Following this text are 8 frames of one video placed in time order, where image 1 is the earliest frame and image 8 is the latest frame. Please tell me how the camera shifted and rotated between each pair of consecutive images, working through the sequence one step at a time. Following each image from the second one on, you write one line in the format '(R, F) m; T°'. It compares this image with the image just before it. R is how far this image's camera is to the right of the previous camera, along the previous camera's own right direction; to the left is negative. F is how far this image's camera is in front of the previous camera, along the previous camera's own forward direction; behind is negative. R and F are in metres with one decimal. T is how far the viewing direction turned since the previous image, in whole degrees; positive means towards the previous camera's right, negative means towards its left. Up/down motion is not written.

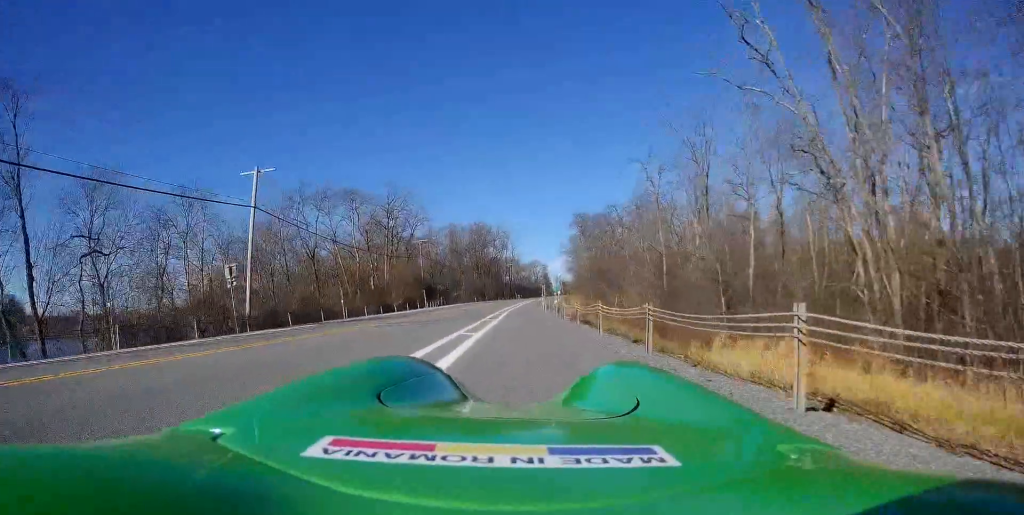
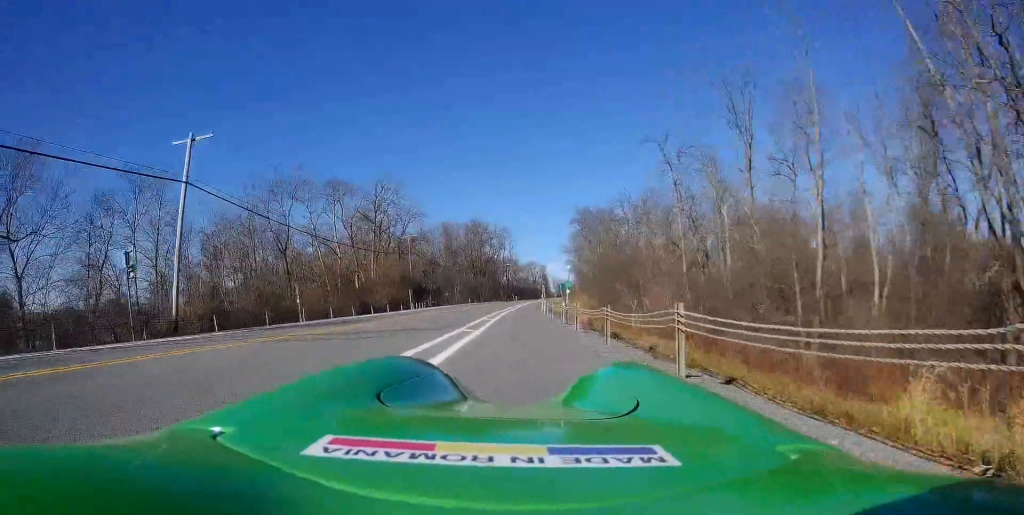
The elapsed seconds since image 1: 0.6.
(-0.1, +7.0) m; 0°
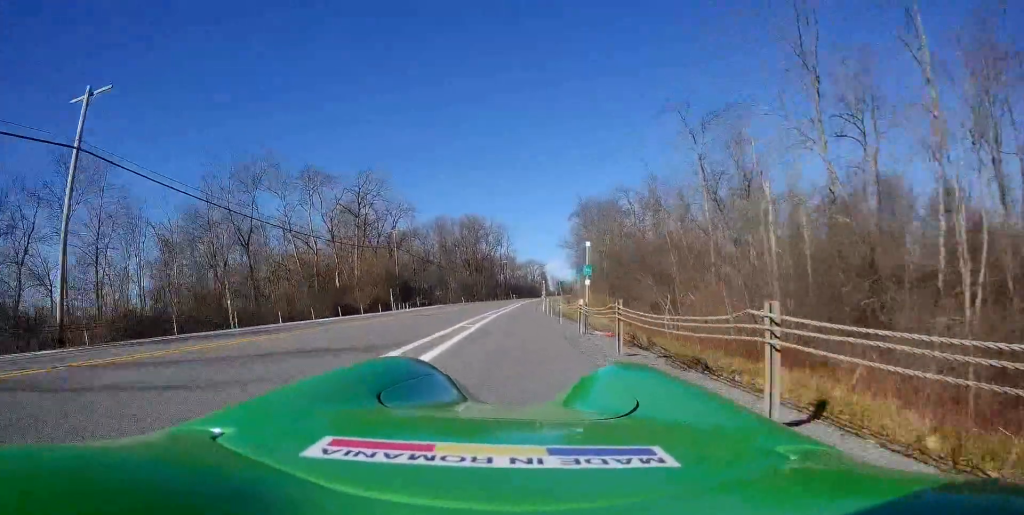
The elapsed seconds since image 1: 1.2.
(-0.3, +7.4) m; +1°
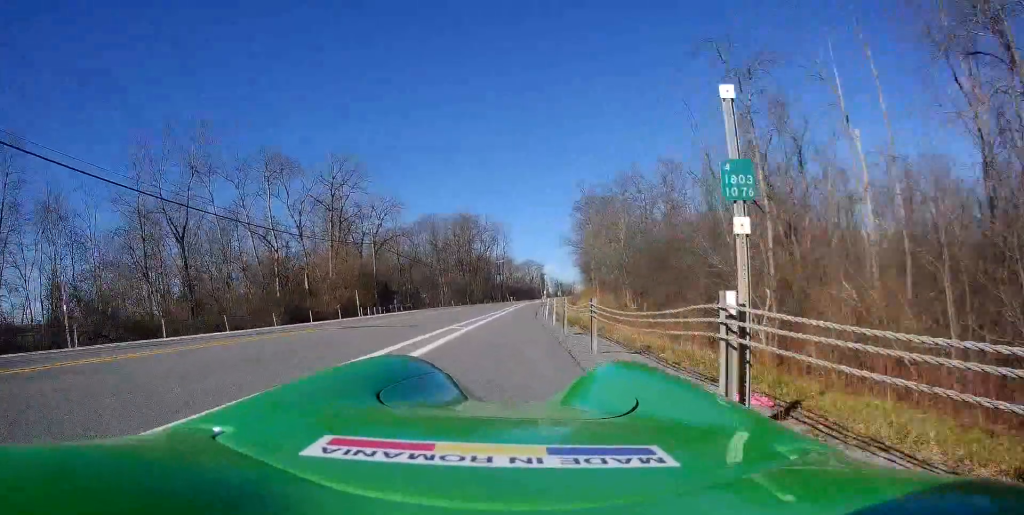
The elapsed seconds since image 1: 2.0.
(+0.5, +9.8) m; 0°
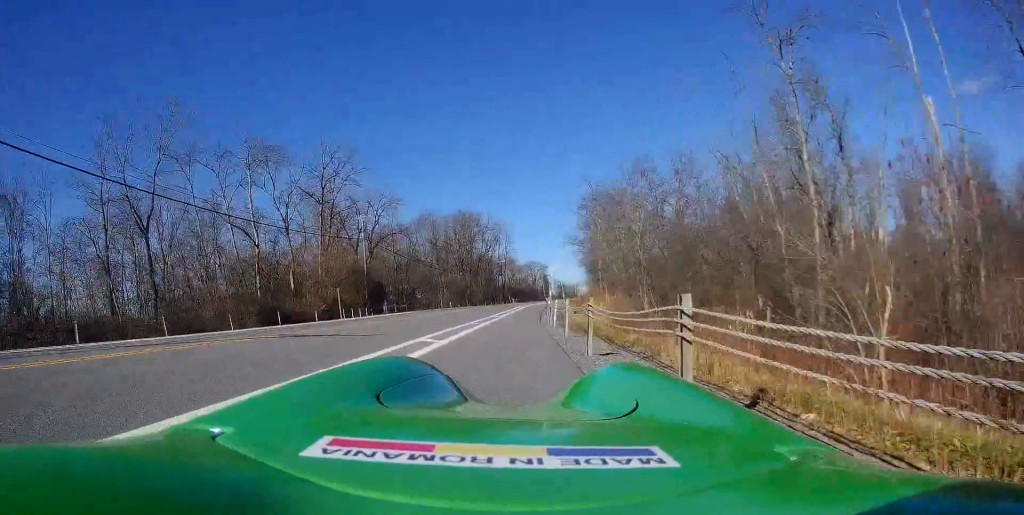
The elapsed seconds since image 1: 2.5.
(-0.1, +4.9) m; 0°
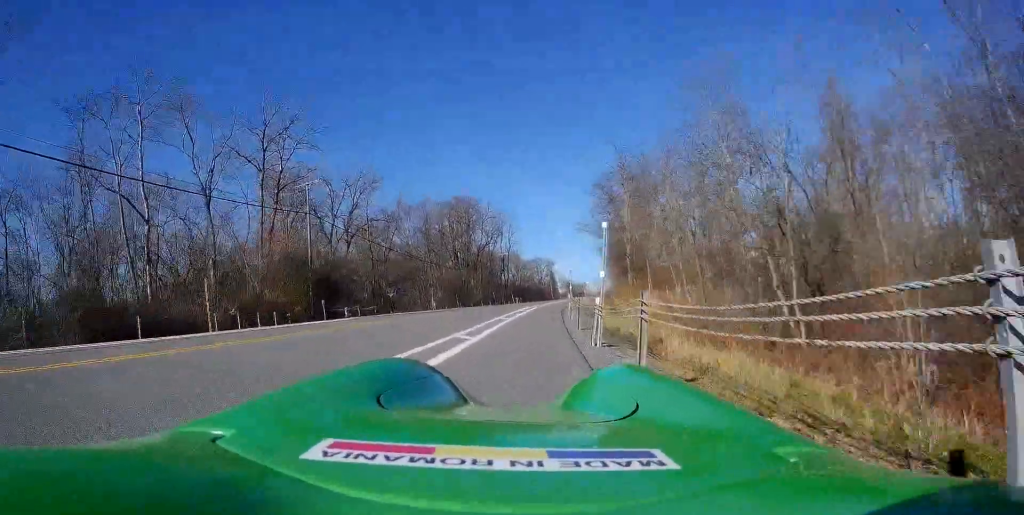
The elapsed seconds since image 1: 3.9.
(-0.3, +16.8) m; +2°
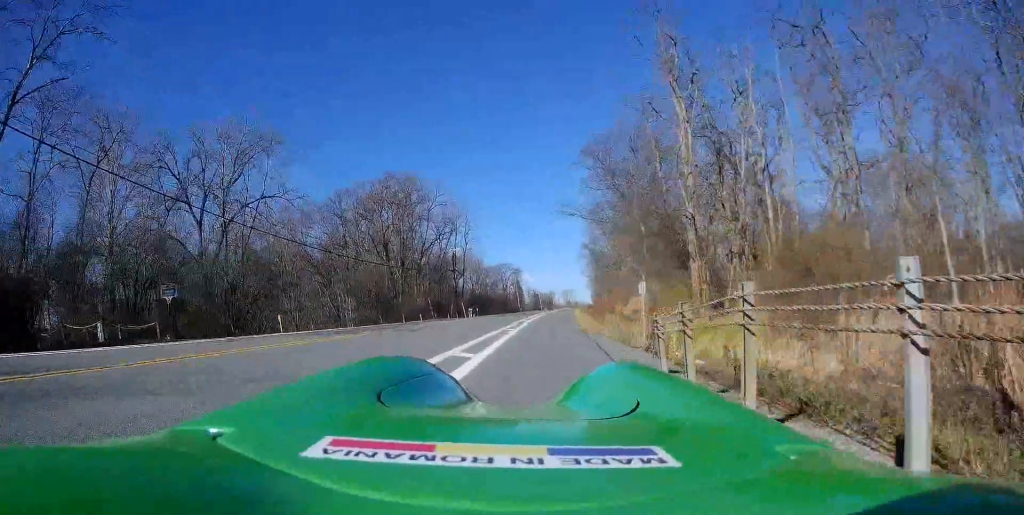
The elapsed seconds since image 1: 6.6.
(+1.2, +30.5) m; +2°
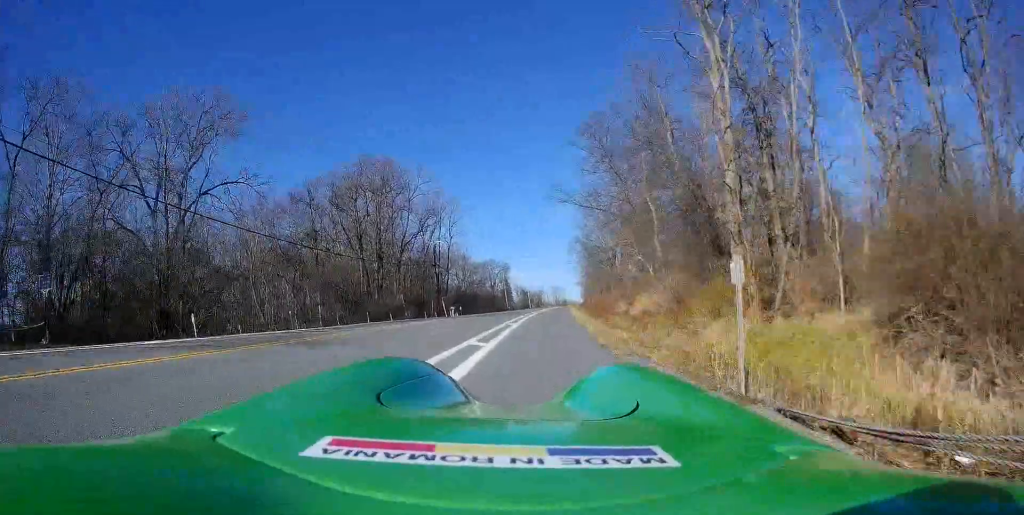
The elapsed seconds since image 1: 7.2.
(0.0, +6.8) m; 0°
